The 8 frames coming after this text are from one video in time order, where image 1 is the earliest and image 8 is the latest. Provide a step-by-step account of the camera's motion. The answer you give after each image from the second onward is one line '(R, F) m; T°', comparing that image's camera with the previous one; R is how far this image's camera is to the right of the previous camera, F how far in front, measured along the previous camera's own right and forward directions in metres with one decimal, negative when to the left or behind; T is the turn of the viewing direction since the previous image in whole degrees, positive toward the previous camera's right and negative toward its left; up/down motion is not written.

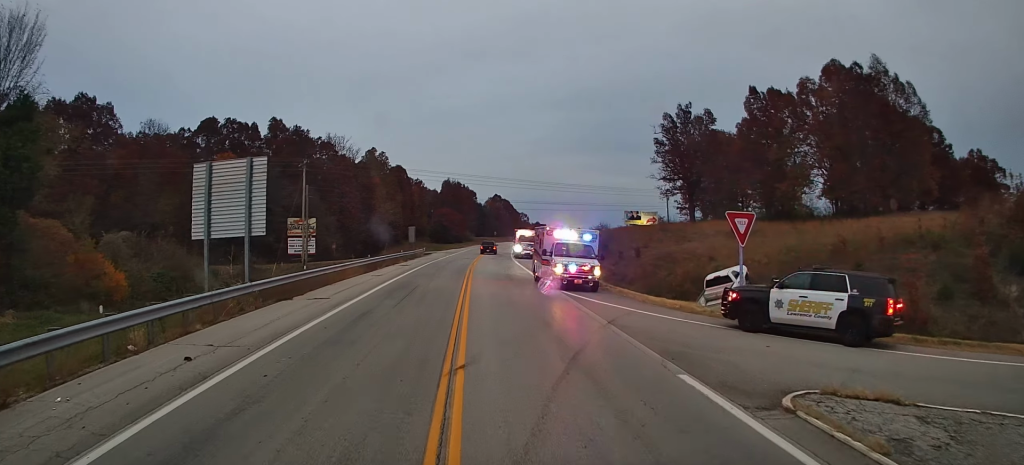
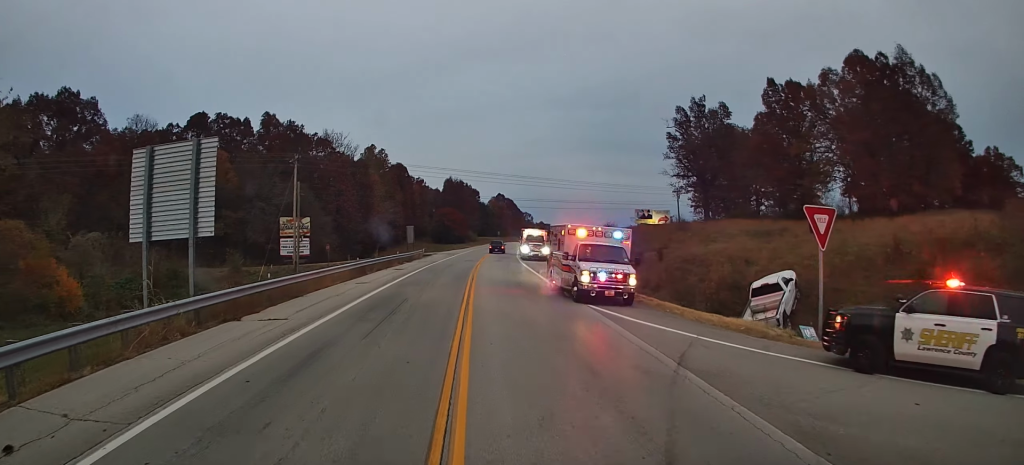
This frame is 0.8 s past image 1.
(+0.1, +5.0) m; +1°
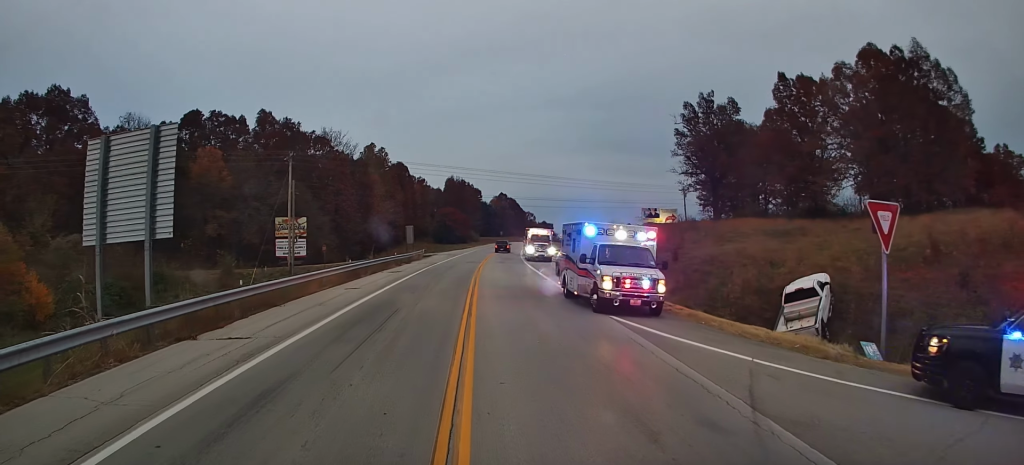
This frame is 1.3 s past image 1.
(0.0, +2.9) m; 0°
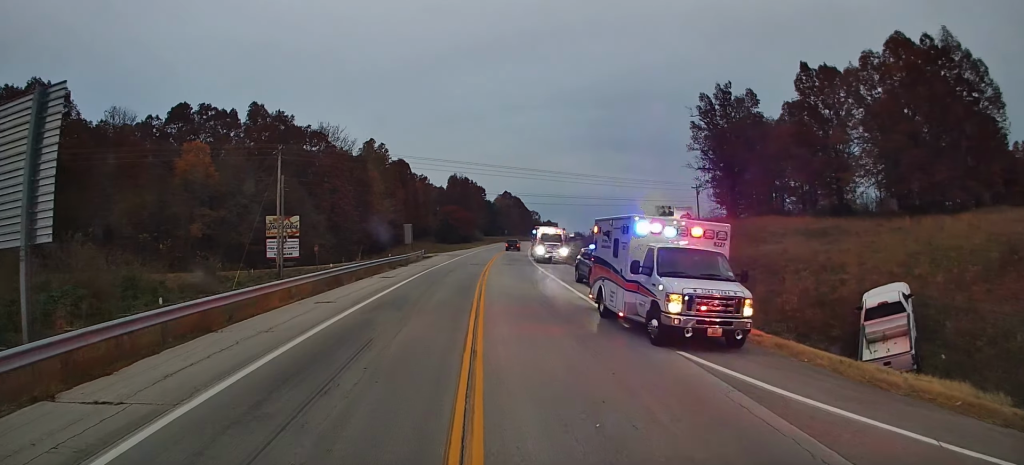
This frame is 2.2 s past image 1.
(0.0, +5.4) m; +1°
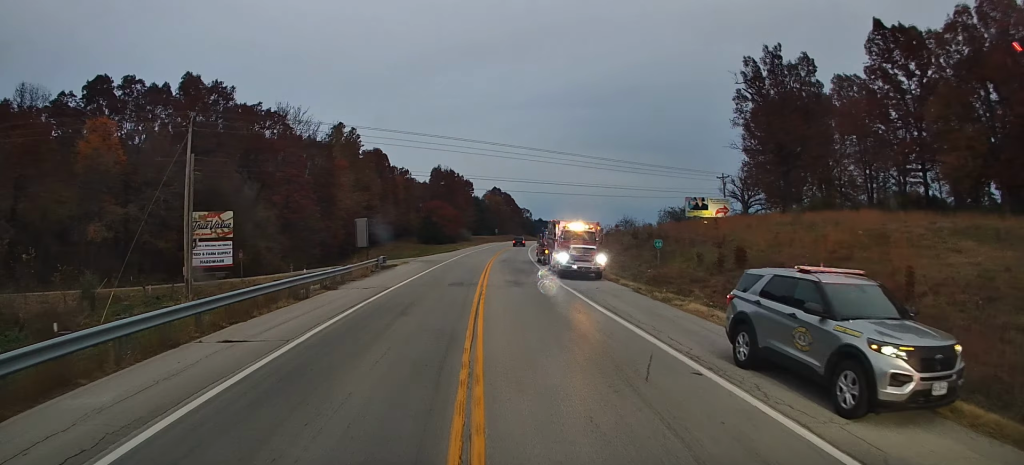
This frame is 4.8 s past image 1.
(+0.4, +19.1) m; +1°
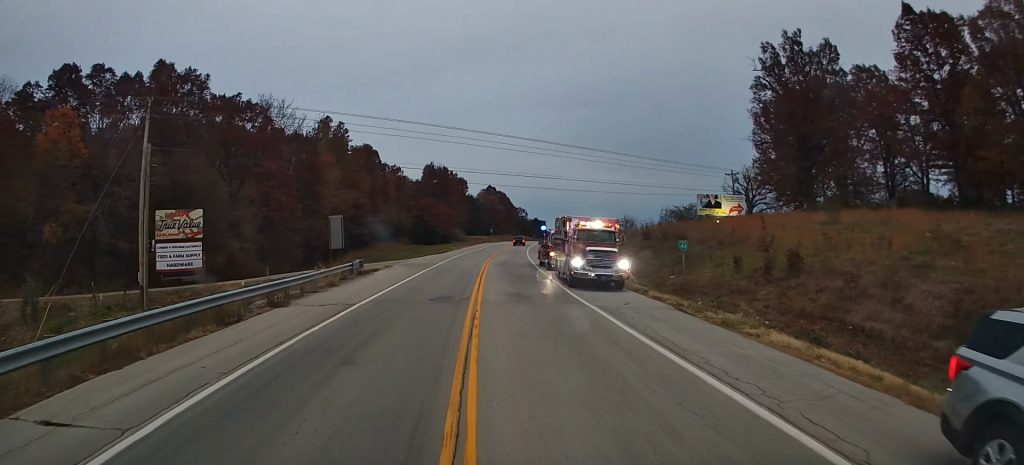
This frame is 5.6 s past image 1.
(0.0, +6.0) m; 0°
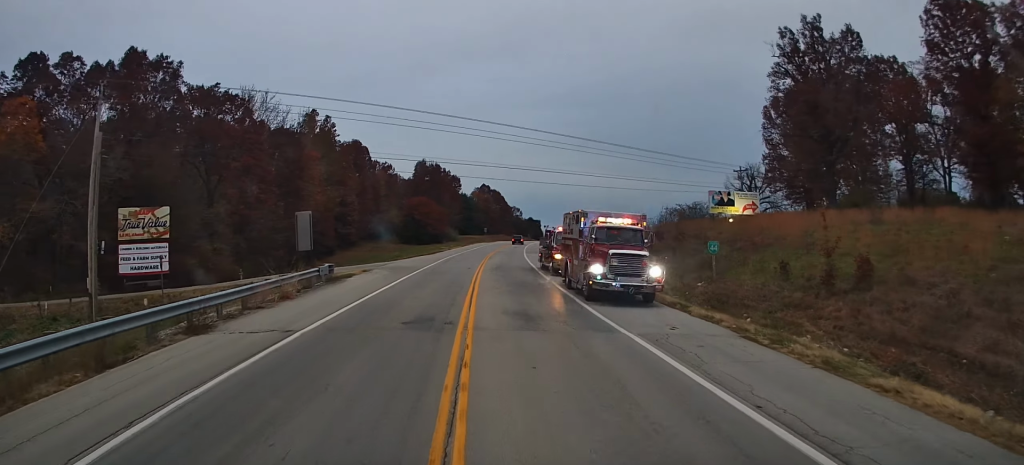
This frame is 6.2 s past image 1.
(+0.1, +5.5) m; 0°
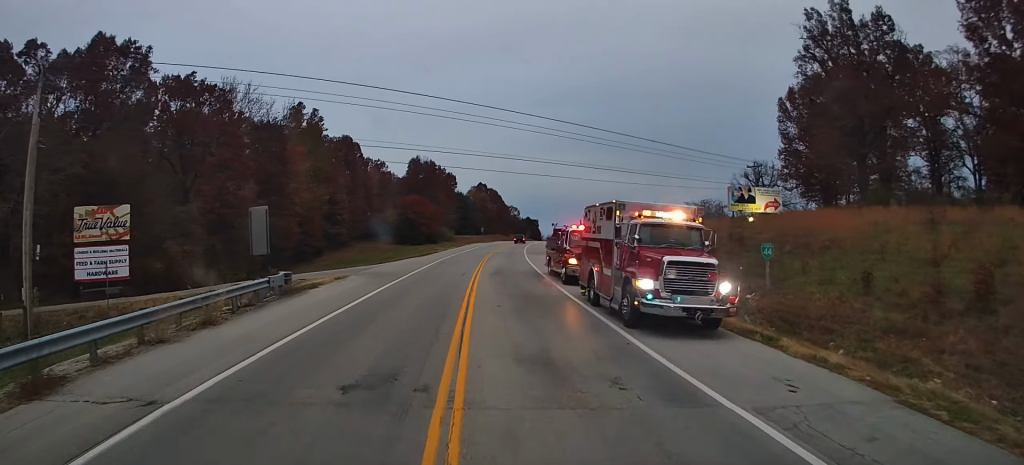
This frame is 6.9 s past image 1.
(-0.1, +6.2) m; 0°
